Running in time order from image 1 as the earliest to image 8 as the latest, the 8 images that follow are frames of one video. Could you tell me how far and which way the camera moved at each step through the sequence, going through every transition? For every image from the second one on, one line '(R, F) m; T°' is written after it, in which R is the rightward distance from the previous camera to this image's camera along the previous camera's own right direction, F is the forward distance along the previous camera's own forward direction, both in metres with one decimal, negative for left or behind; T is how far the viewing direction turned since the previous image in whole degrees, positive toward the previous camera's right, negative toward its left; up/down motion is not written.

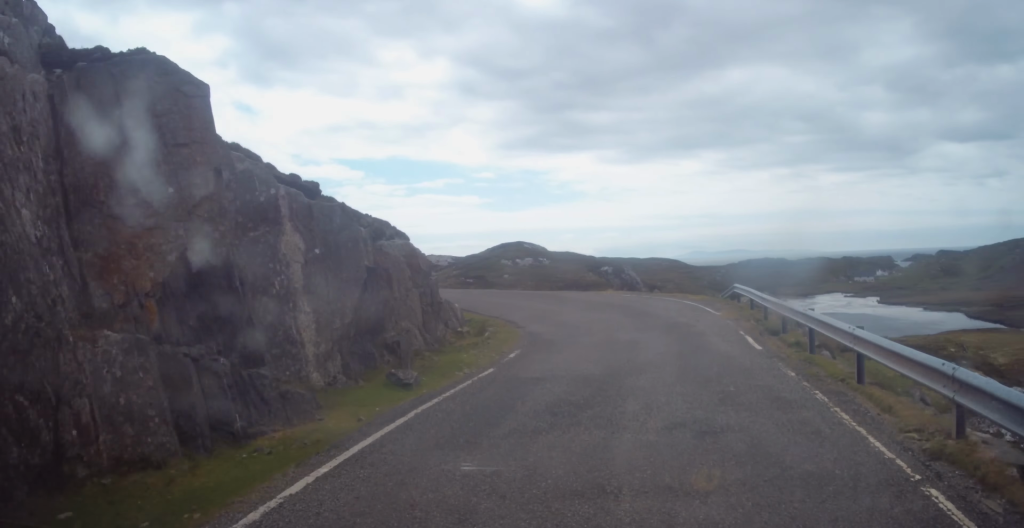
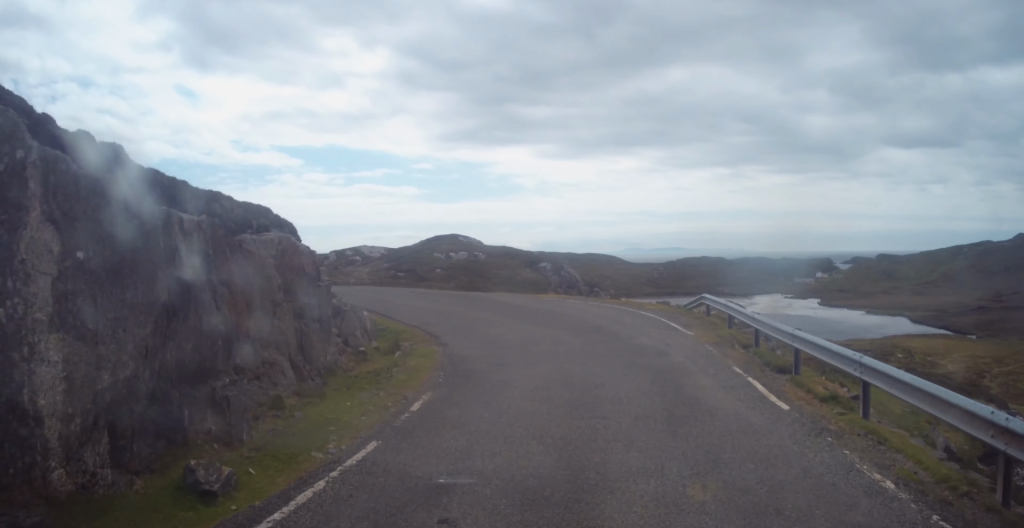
(0.0, +3.9) m; +1°
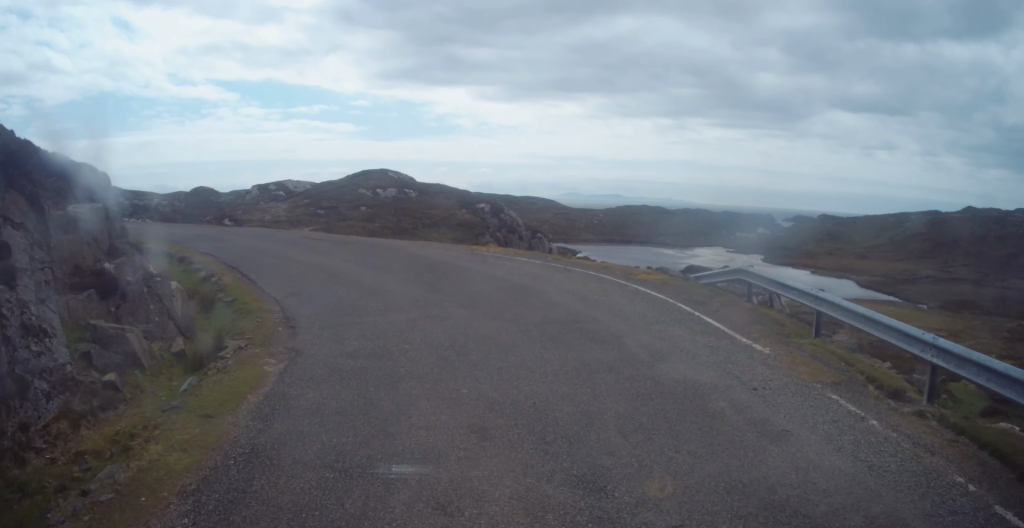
(+0.1, +8.2) m; +1°
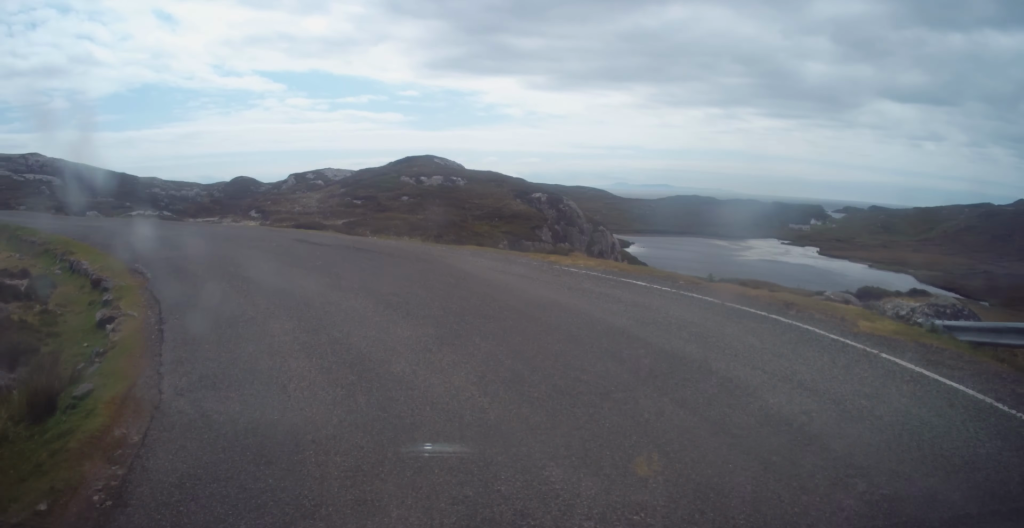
(-0.1, +7.6) m; -11°
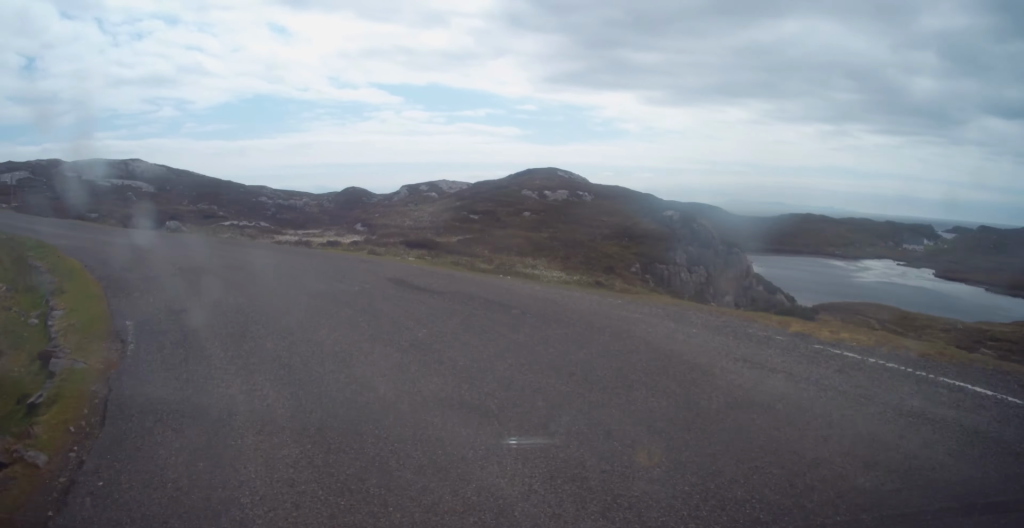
(-0.8, +5.5) m; -17°
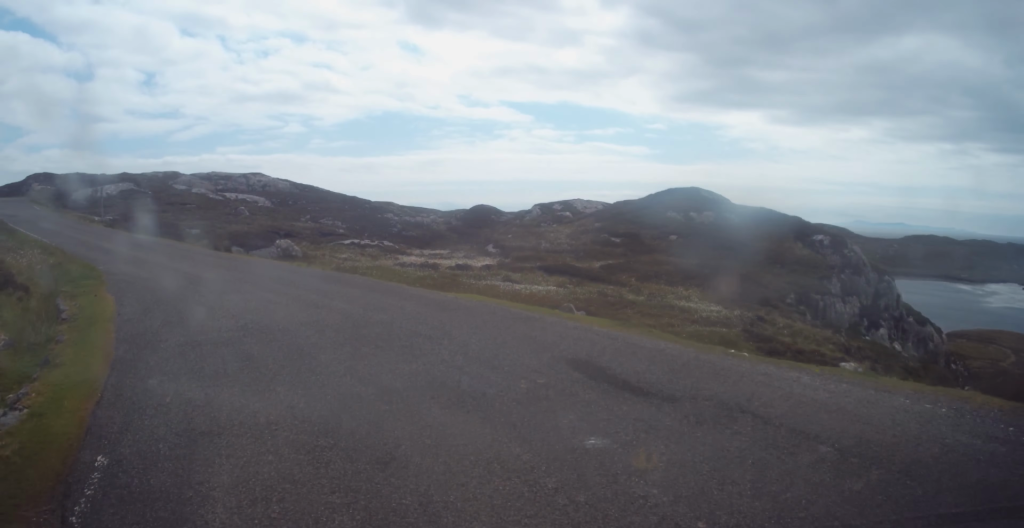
(-0.5, +4.2) m; -12°
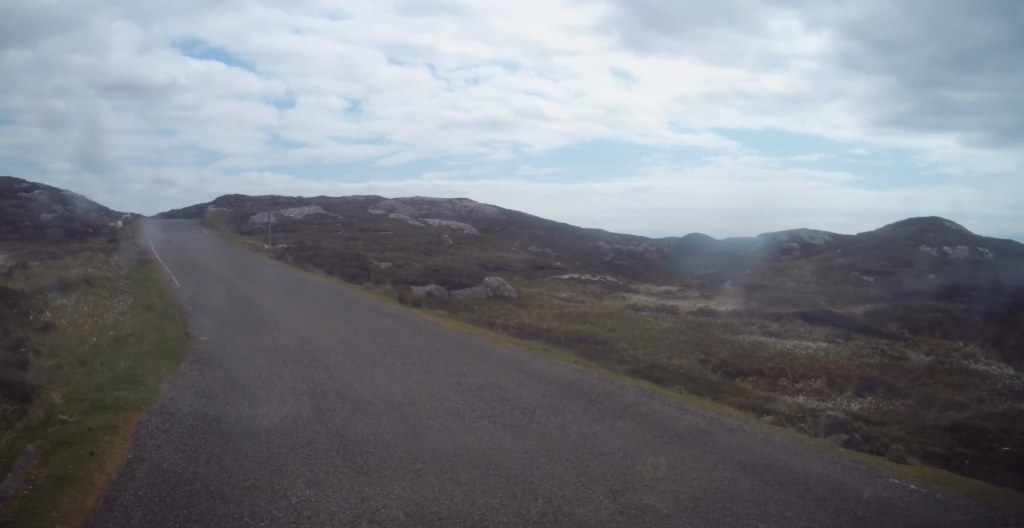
(-1.1, +6.7) m; -14°
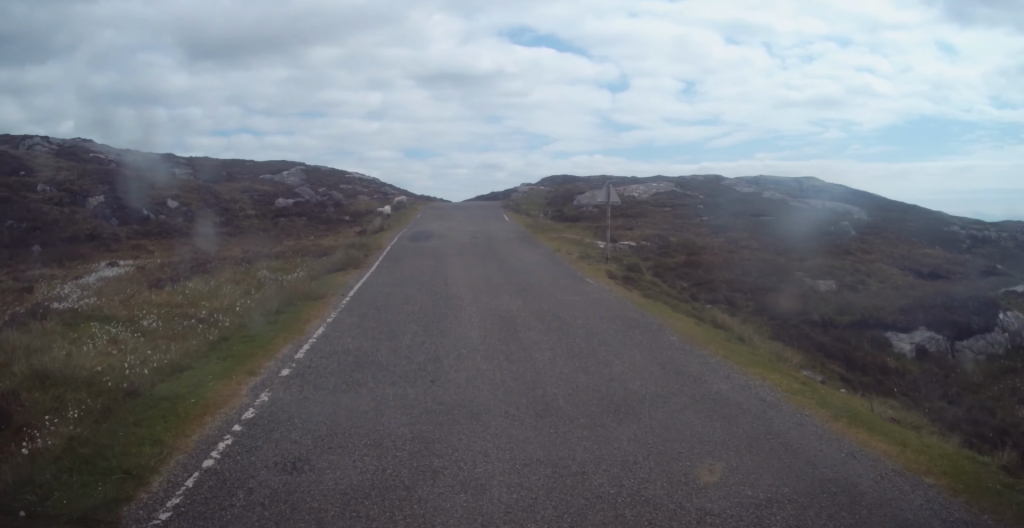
(-2.9, +15.0) m; -16°
